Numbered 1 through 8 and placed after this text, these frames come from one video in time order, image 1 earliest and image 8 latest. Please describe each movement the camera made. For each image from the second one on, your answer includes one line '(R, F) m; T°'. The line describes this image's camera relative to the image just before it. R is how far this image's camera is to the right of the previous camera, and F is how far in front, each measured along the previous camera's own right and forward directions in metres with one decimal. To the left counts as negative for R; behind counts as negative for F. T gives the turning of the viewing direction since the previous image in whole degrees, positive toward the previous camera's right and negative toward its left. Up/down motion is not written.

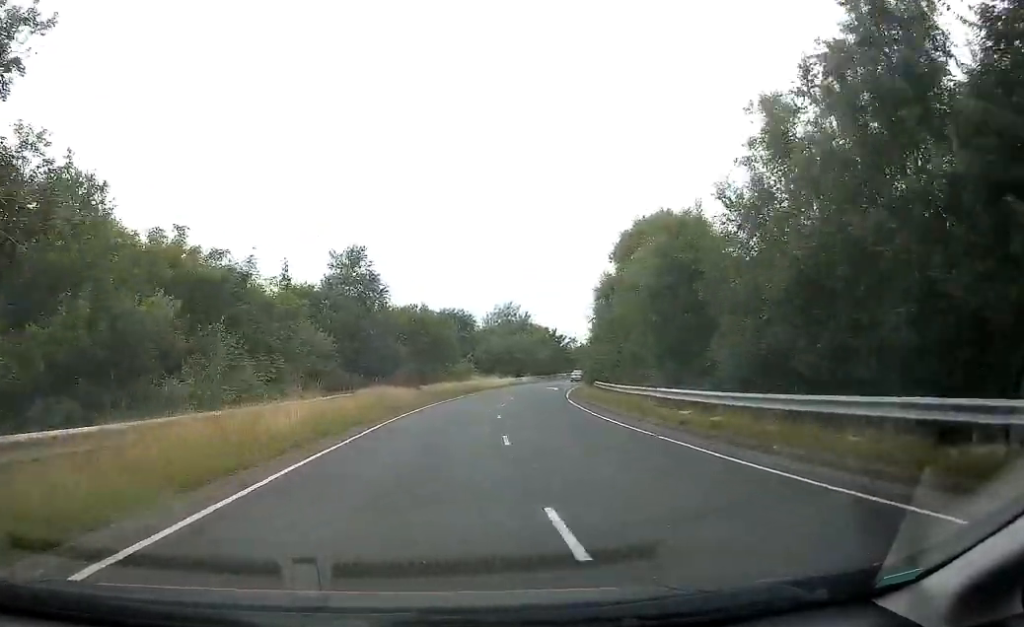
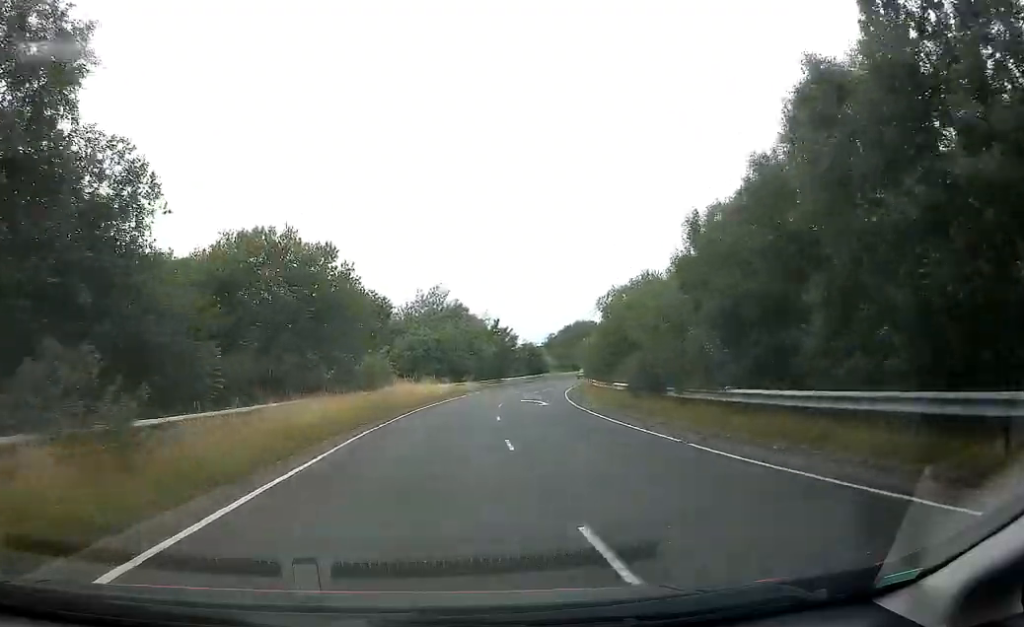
(+1.9, +28.3) m; +7°
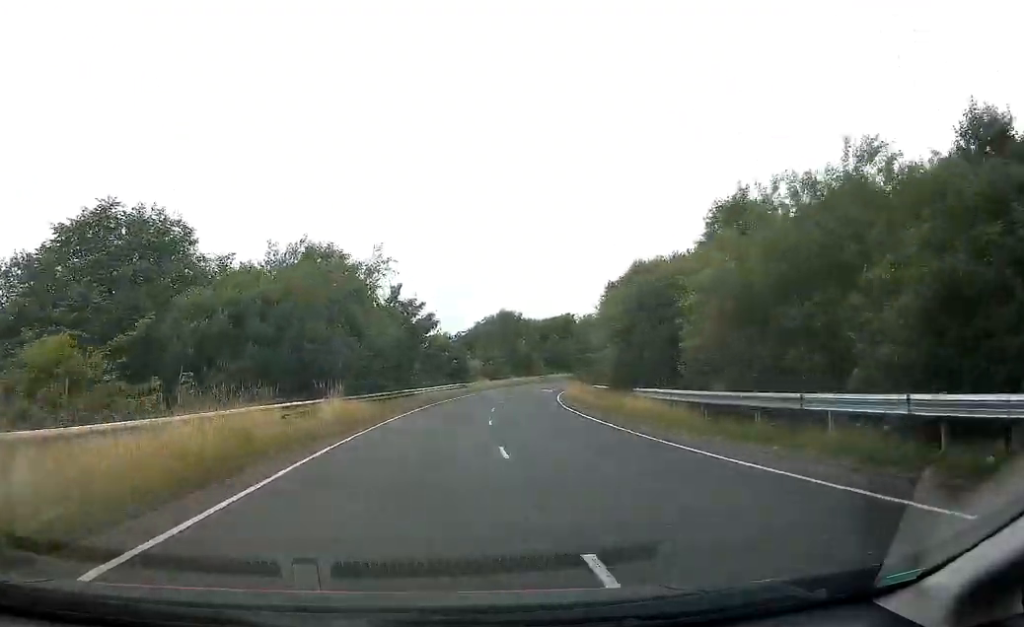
(+1.9, +37.1) m; +6°
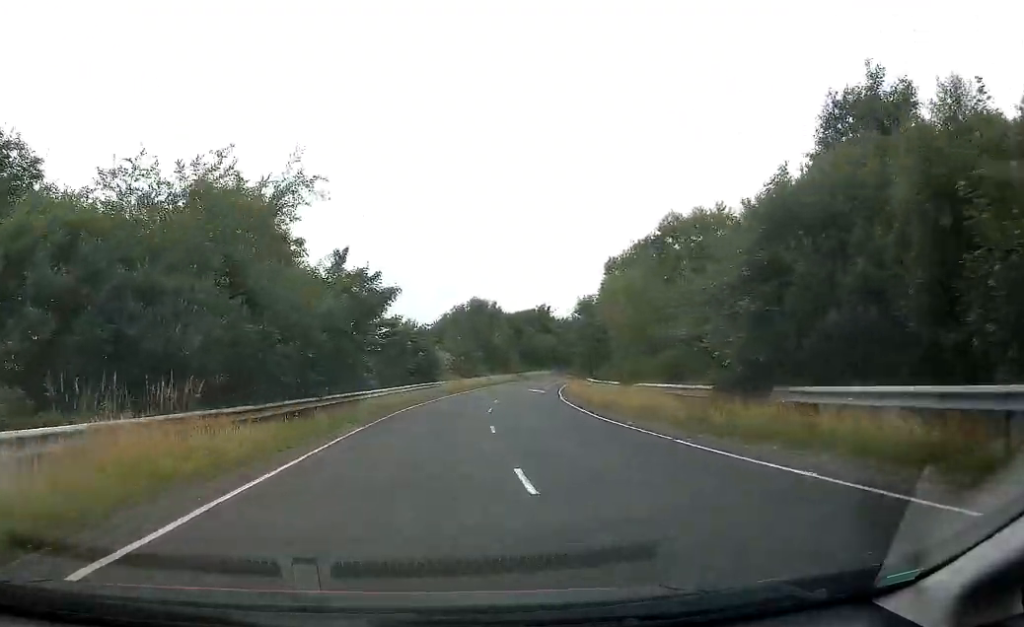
(+0.1, +13.7) m; +3°
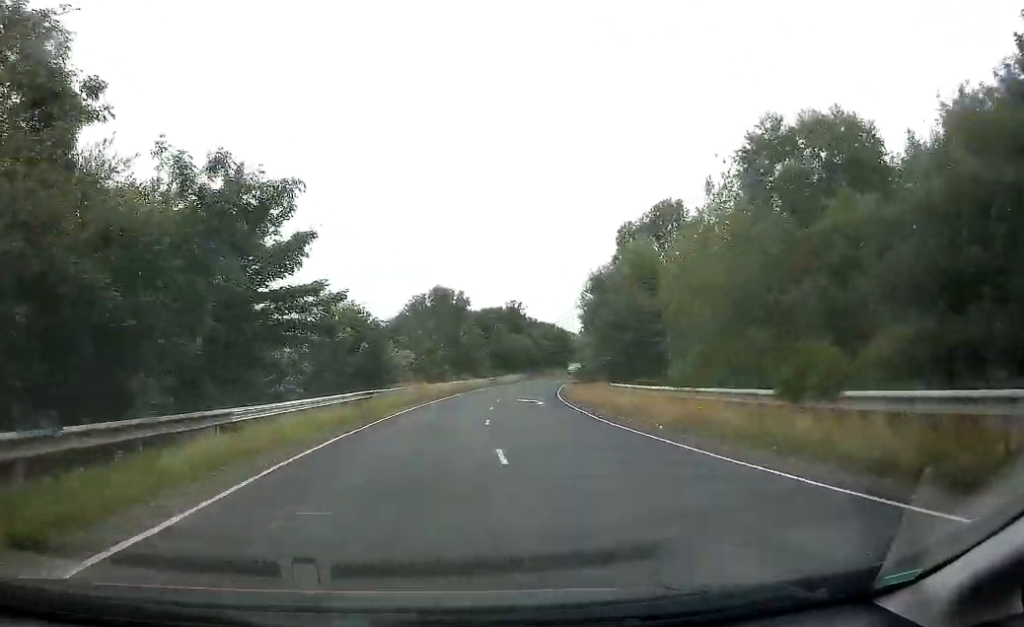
(+0.7, +15.3) m; +4°
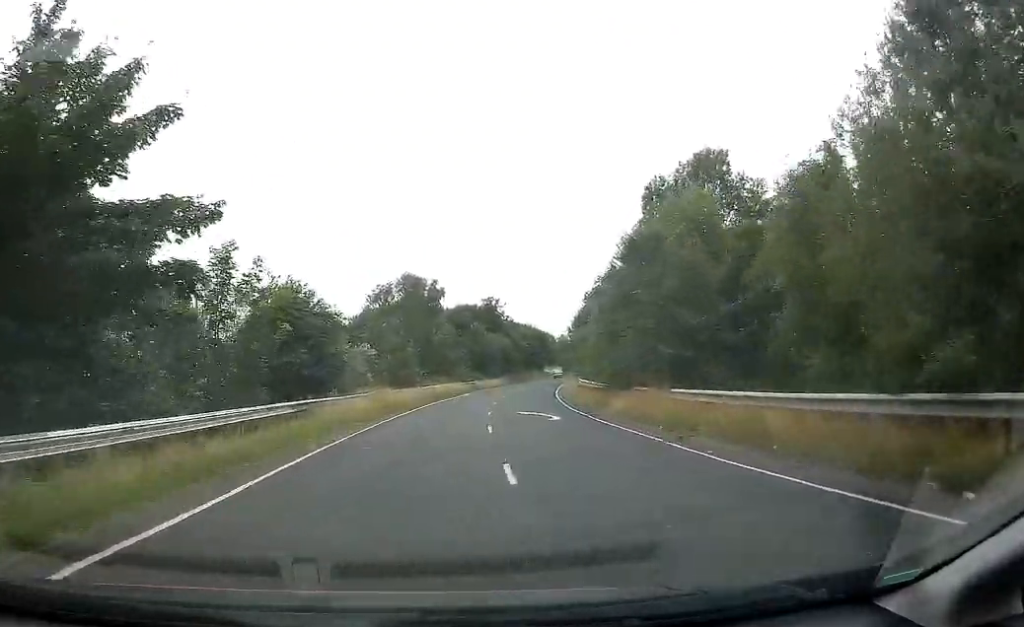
(0.0, +11.2) m; +3°
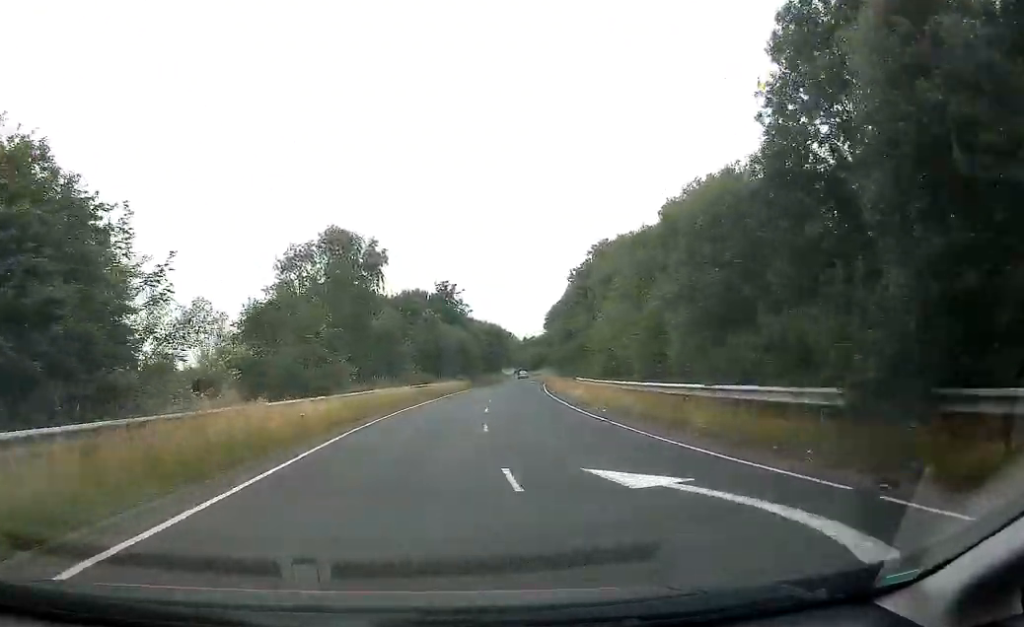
(+1.0, +18.9) m; +5°
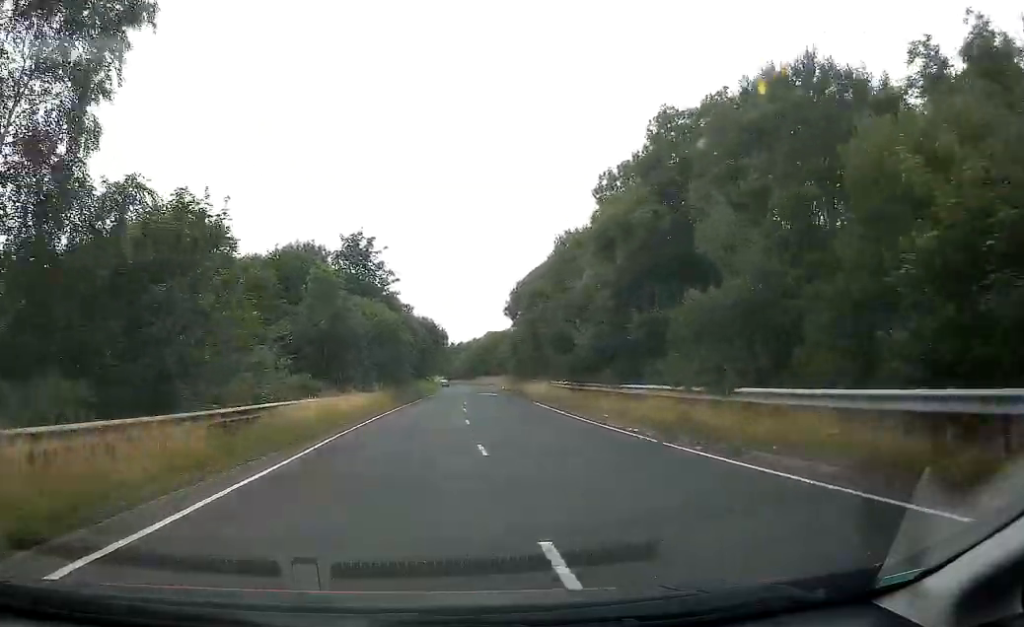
(+1.9, +31.0) m; +5°
